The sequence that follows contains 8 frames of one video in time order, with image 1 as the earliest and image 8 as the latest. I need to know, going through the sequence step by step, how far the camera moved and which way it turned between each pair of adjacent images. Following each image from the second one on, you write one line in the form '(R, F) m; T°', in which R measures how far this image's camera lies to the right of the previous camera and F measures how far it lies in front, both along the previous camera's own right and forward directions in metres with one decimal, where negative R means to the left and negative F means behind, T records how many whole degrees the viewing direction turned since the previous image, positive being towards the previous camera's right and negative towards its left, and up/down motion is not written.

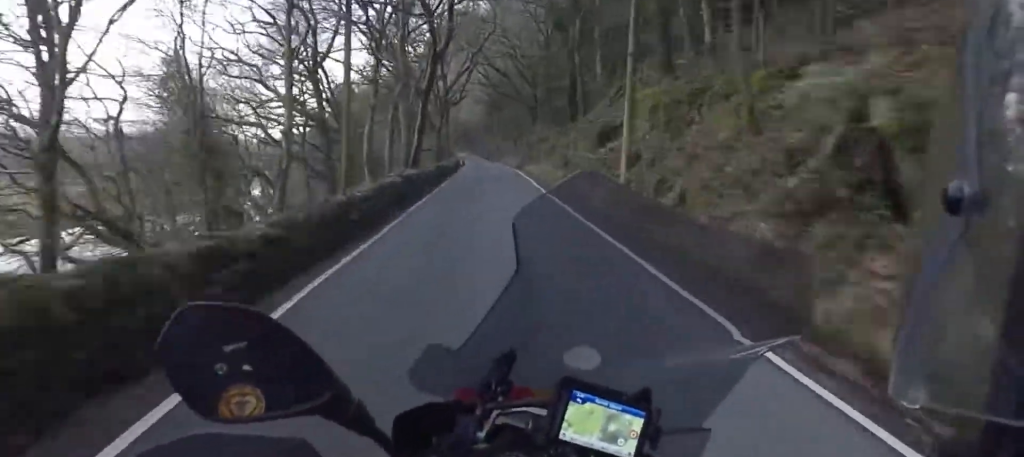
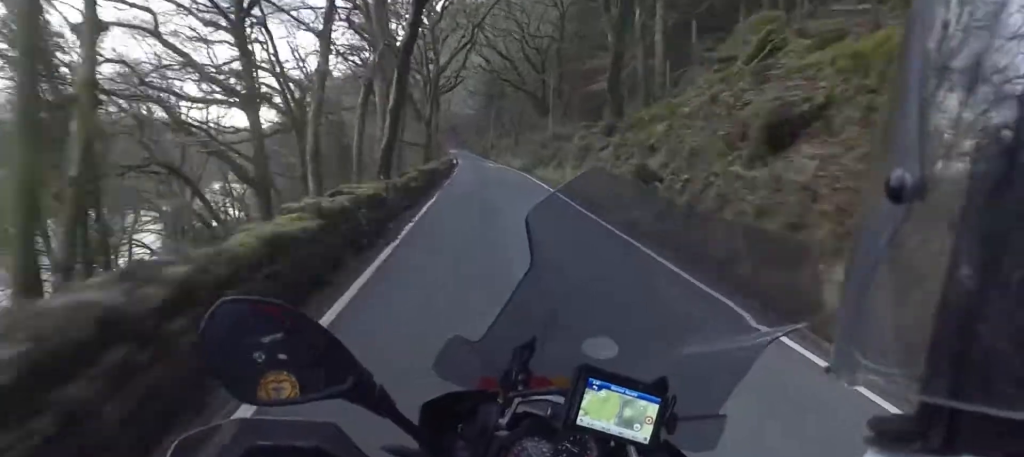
(0.0, +11.8) m; 0°
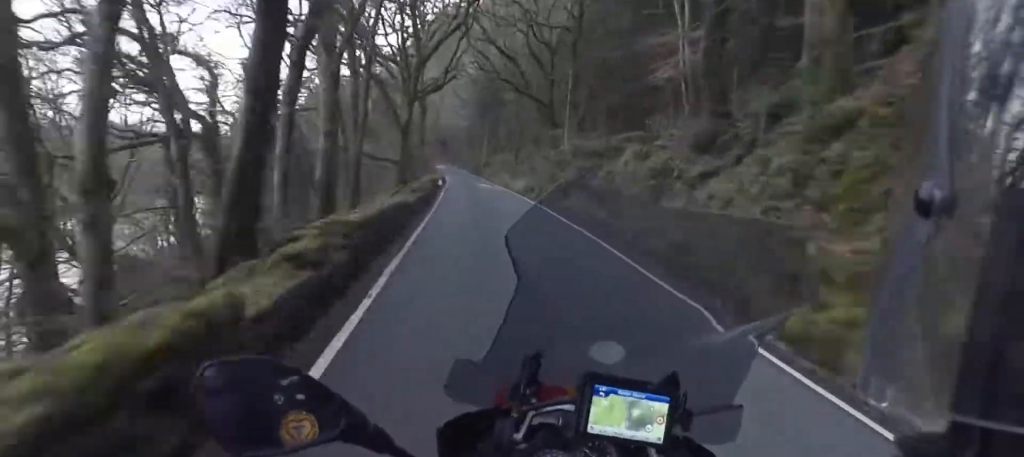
(0.0, +11.9) m; 0°
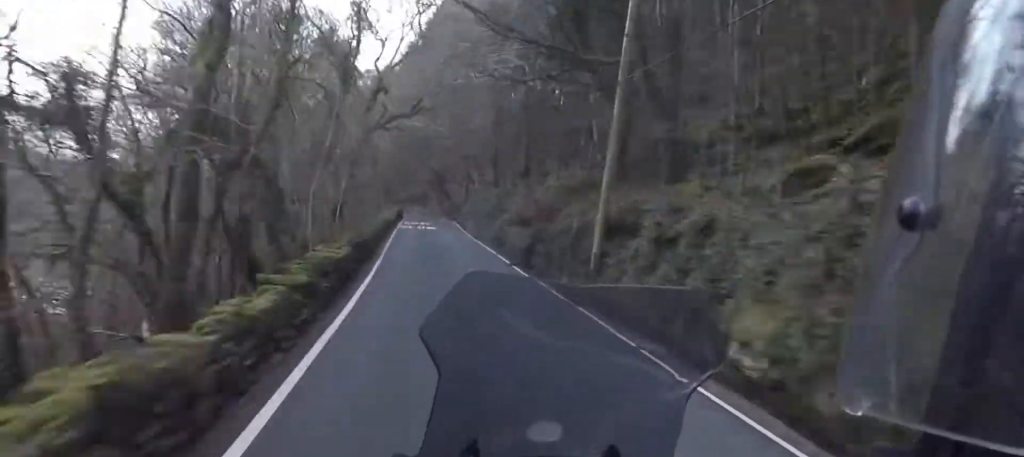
(-0.4, +61.9) m; 0°
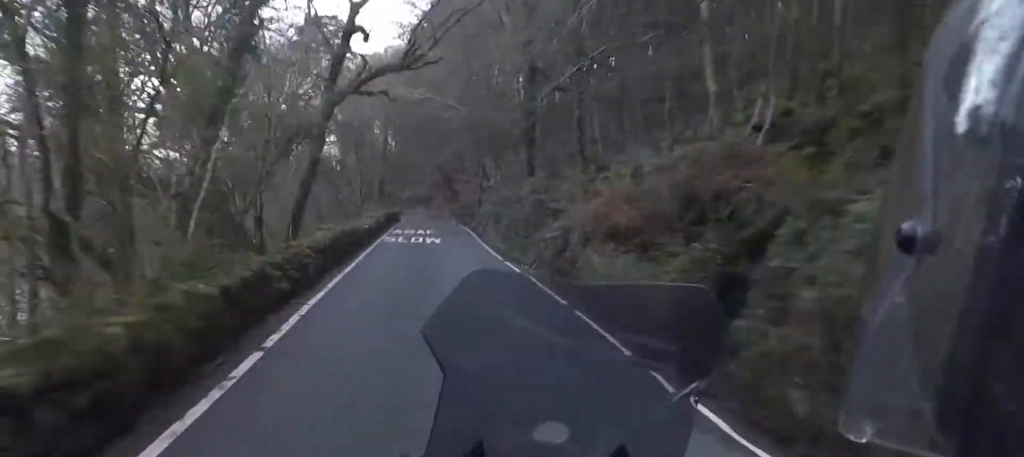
(0.0, +12.4) m; -1°
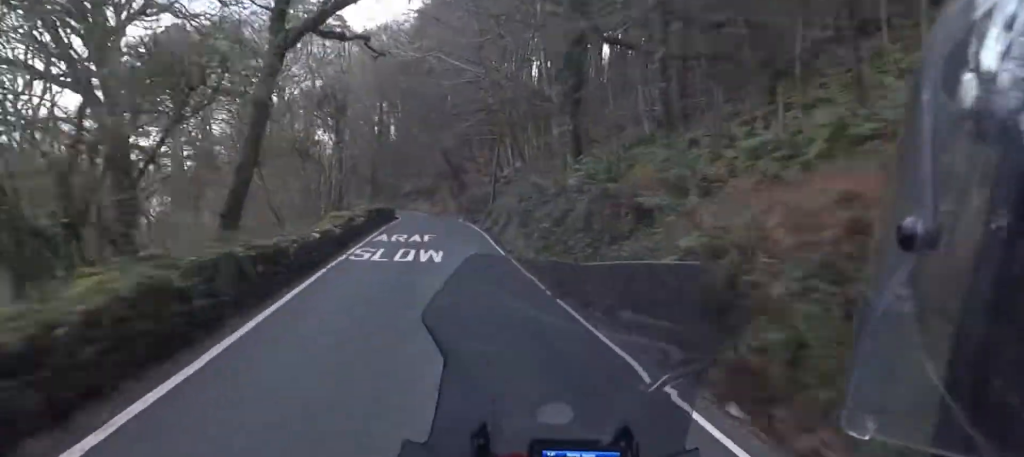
(+0.2, +8.3) m; -1°
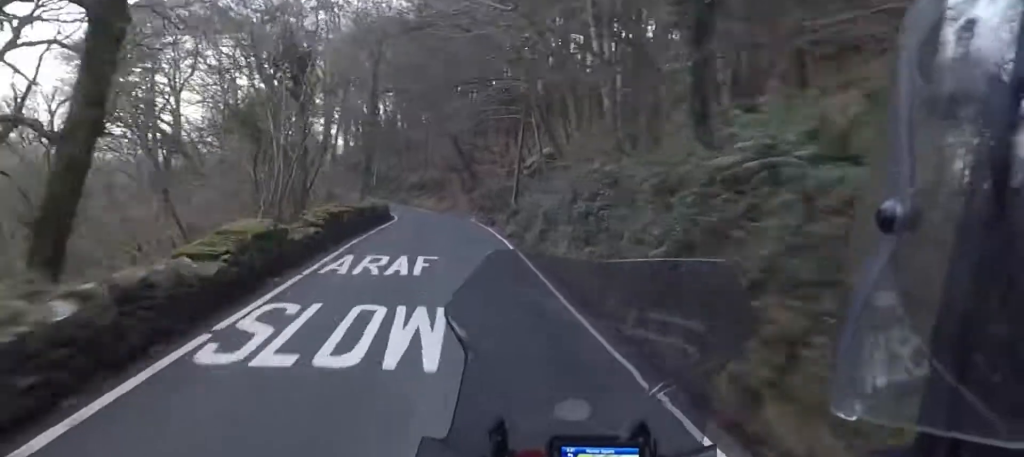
(-0.1, +8.1) m; -2°
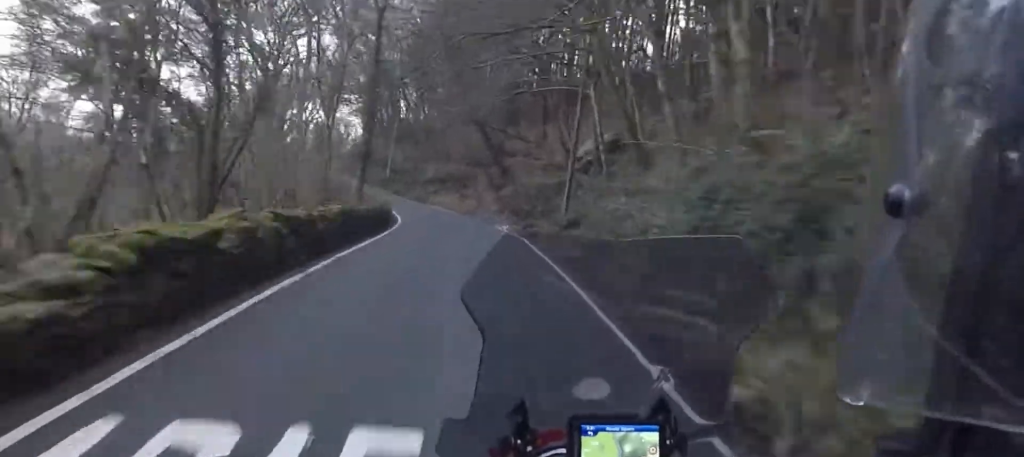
(-0.3, +8.7) m; -3°
